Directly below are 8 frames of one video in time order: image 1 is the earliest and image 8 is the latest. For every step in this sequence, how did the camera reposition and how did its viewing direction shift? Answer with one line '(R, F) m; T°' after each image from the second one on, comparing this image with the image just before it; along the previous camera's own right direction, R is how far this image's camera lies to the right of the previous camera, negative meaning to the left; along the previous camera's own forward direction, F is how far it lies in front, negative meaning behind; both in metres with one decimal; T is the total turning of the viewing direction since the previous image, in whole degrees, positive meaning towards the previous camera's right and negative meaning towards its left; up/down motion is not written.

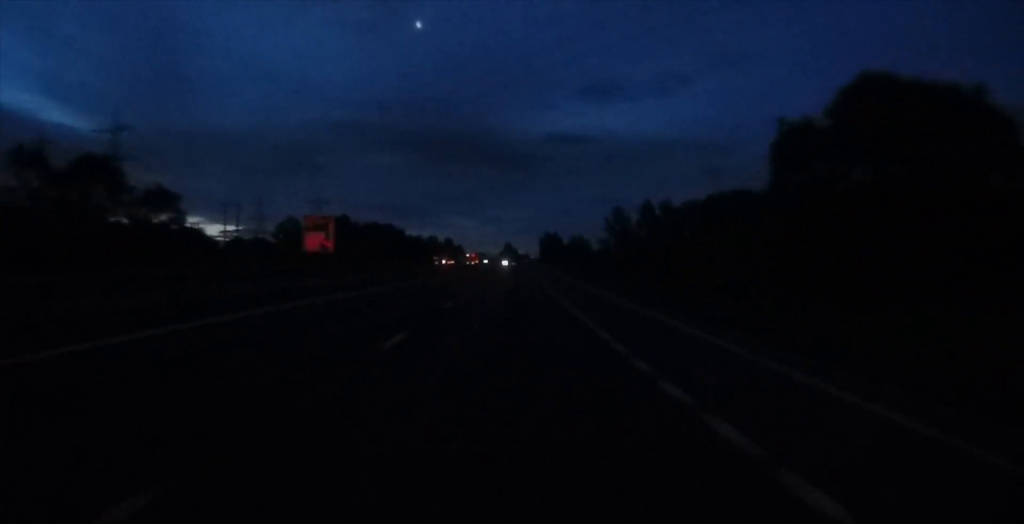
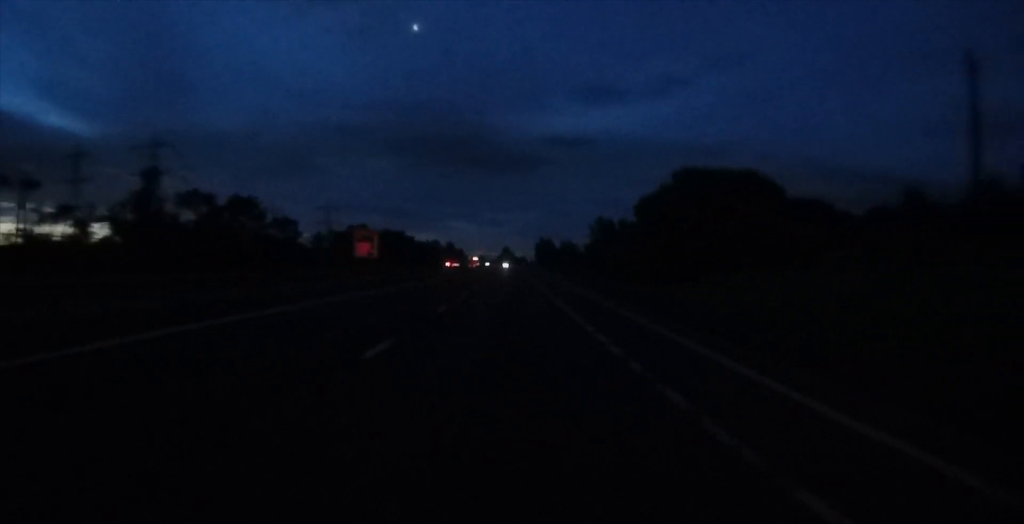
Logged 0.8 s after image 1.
(0.0, +25.2) m; 0°
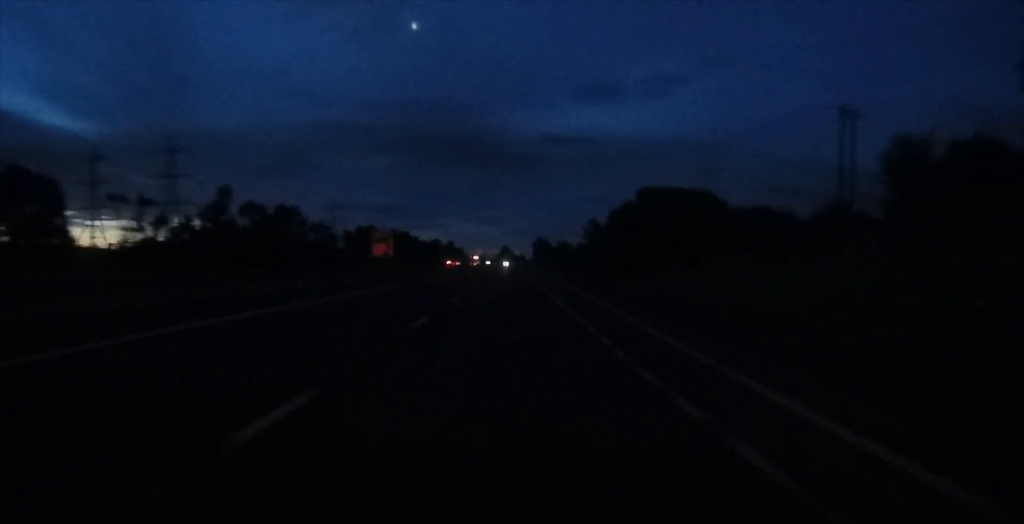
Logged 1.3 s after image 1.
(-0.2, +13.2) m; 0°
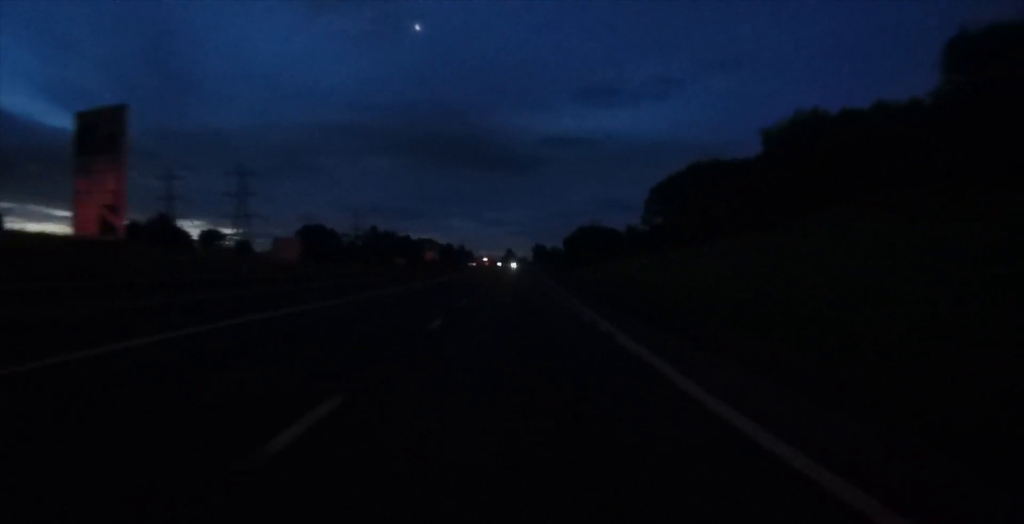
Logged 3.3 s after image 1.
(+0.2, +61.4) m; 0°
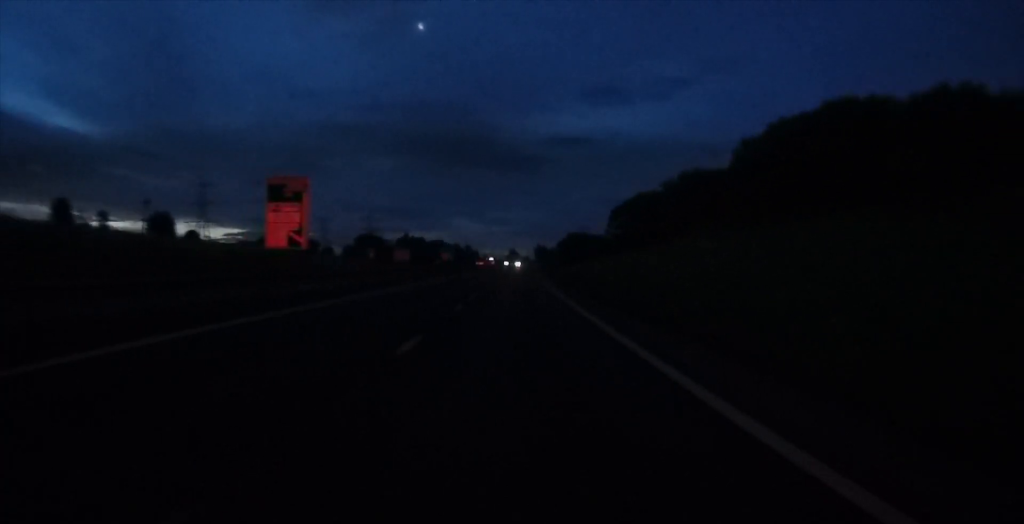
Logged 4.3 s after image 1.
(-0.2, +31.4) m; 0°
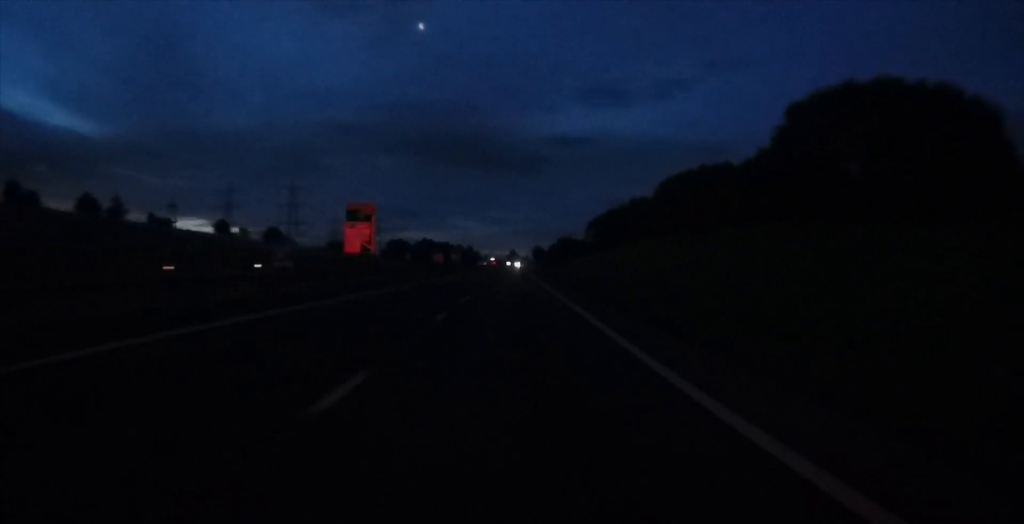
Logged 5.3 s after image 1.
(+0.4, +31.6) m; 0°
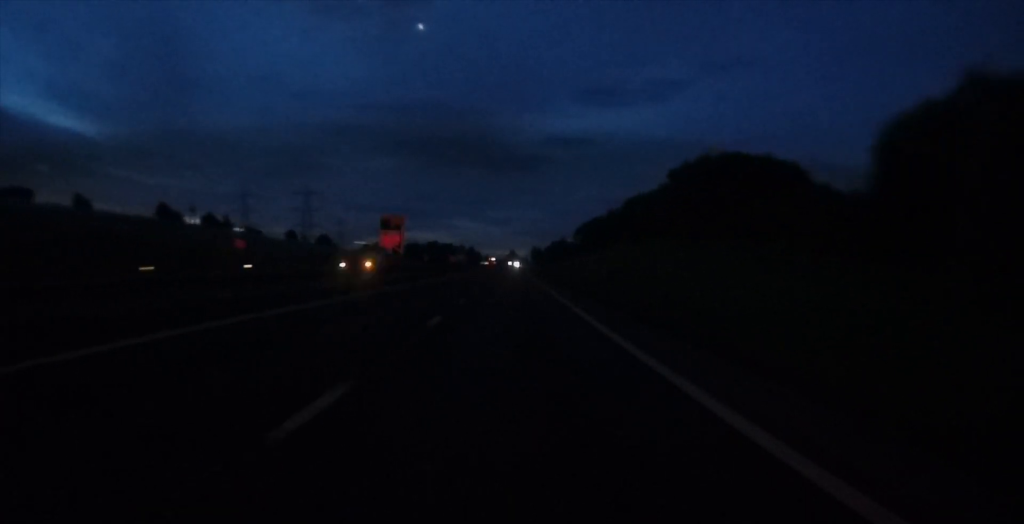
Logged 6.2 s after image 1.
(-0.2, +25.6) m; 0°
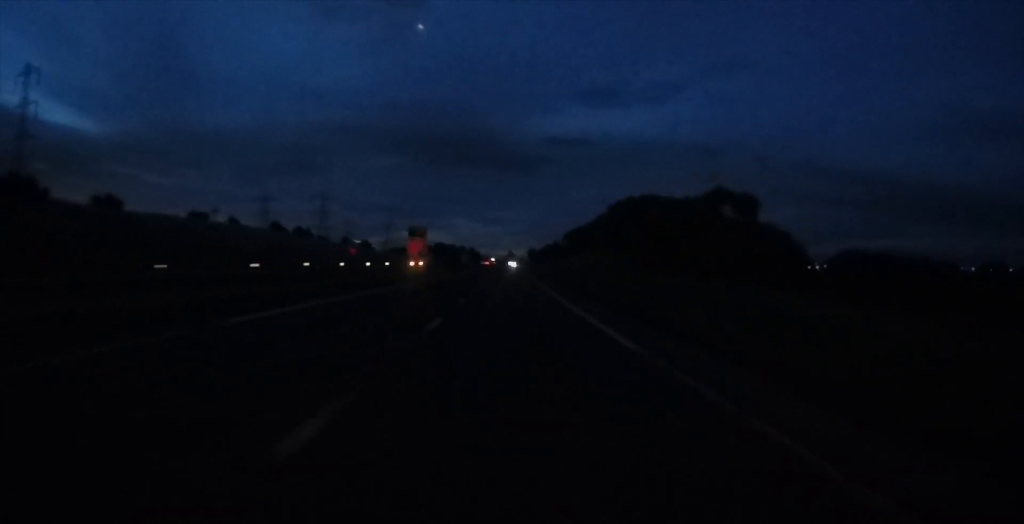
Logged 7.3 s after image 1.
(0.0, +35.0) m; -1°
